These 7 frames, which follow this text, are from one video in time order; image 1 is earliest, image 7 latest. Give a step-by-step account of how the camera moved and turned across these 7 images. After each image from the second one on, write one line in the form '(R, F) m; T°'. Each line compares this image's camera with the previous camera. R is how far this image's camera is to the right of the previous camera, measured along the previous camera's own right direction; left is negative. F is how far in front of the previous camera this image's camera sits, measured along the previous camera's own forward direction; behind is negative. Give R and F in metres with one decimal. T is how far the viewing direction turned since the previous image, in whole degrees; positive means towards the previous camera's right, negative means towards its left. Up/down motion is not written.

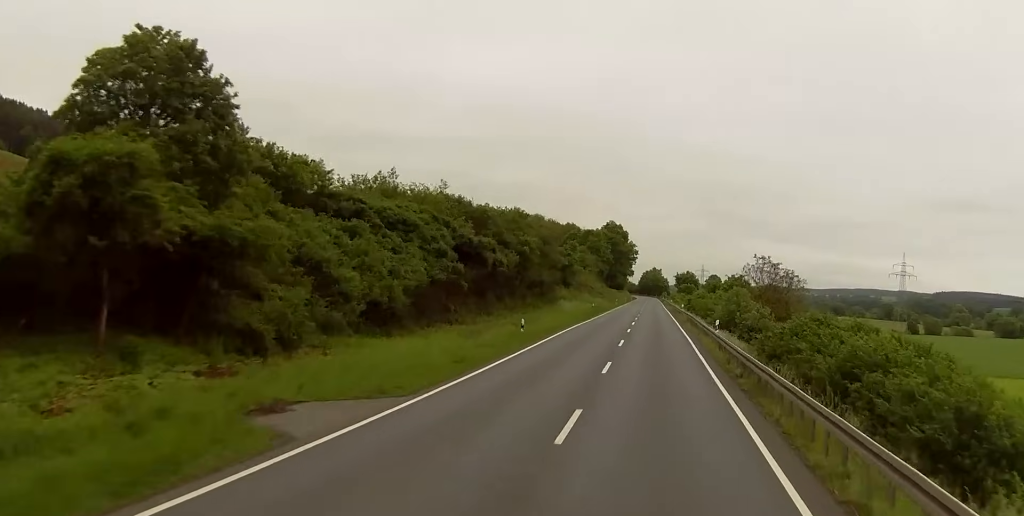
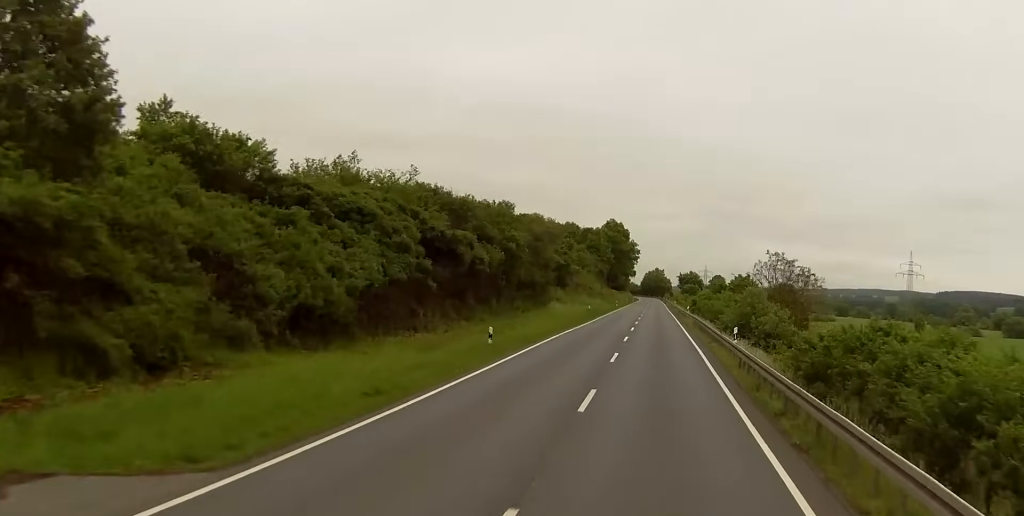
(0.0, +7.2) m; 0°
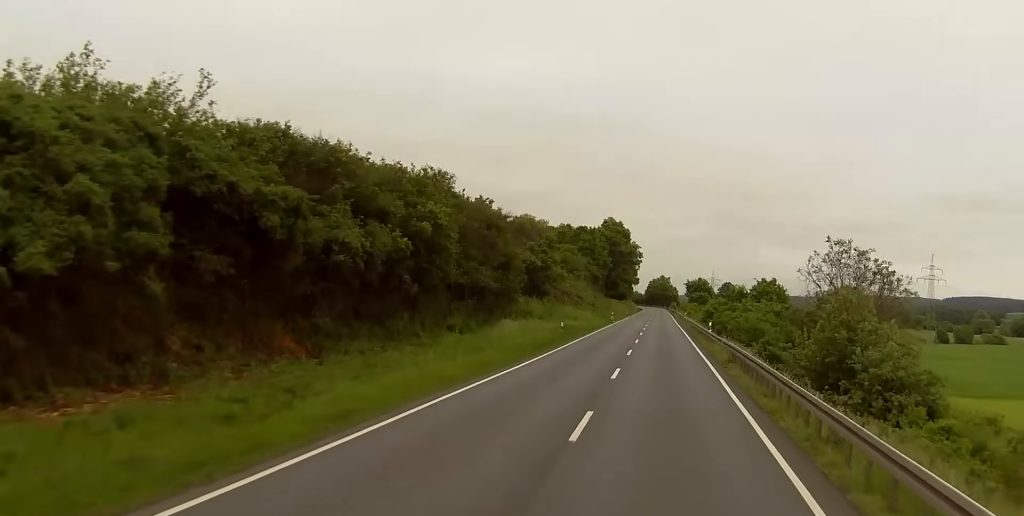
(0.0, +23.0) m; -1°
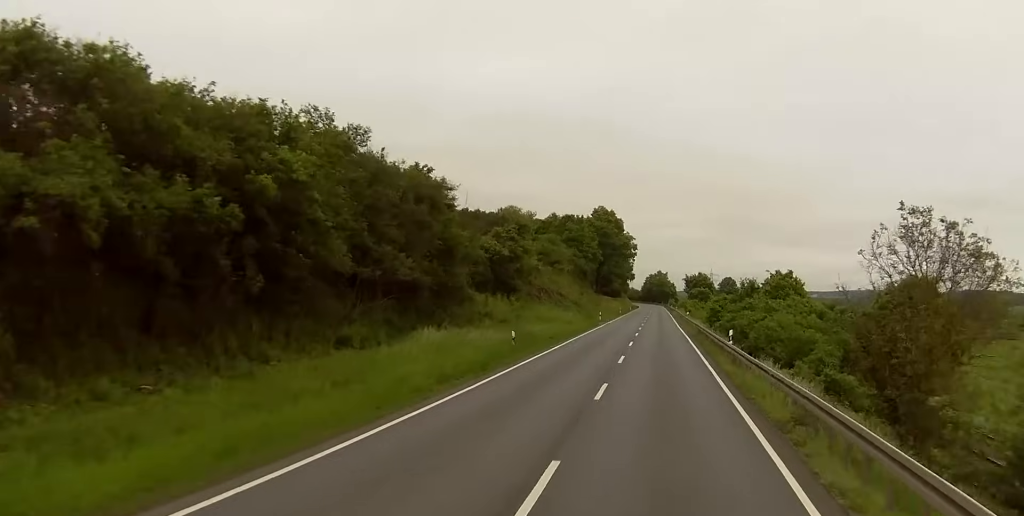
(-0.1, +15.9) m; 0°
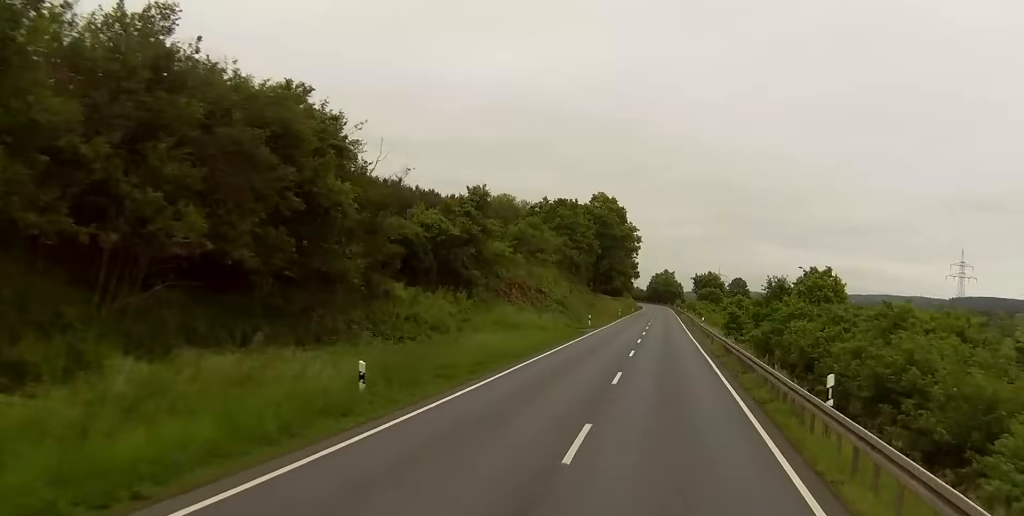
(0.0, +17.9) m; +1°
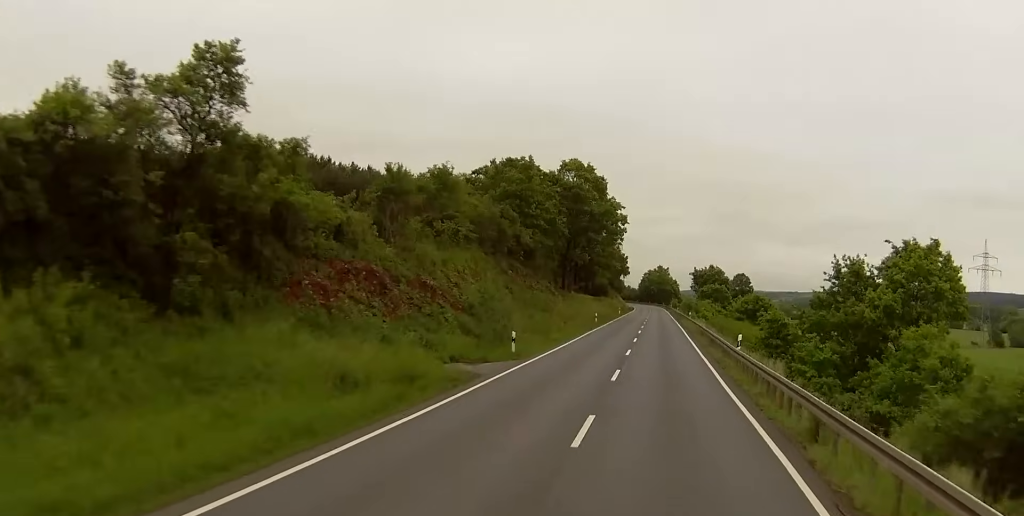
(+0.2, +30.2) m; 0°
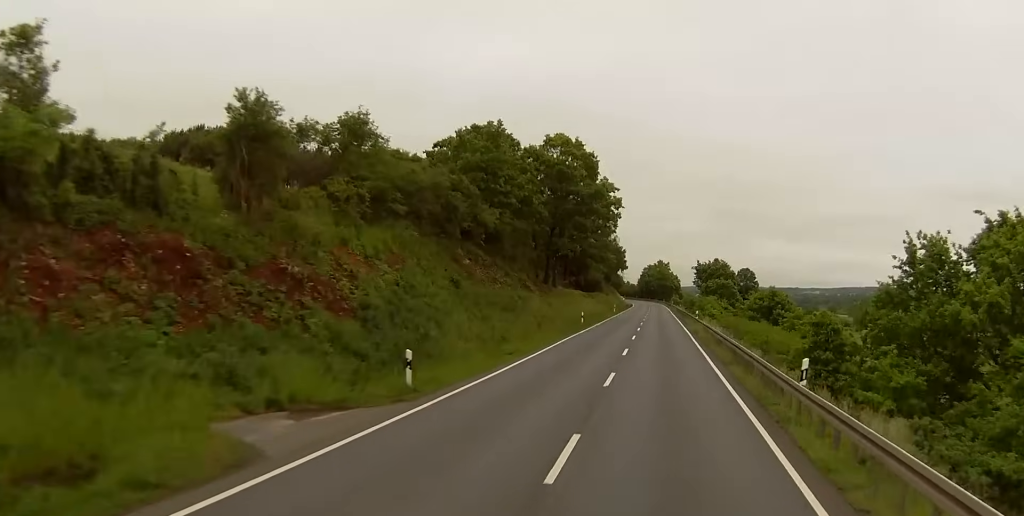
(-0.1, +14.6) m; -1°
